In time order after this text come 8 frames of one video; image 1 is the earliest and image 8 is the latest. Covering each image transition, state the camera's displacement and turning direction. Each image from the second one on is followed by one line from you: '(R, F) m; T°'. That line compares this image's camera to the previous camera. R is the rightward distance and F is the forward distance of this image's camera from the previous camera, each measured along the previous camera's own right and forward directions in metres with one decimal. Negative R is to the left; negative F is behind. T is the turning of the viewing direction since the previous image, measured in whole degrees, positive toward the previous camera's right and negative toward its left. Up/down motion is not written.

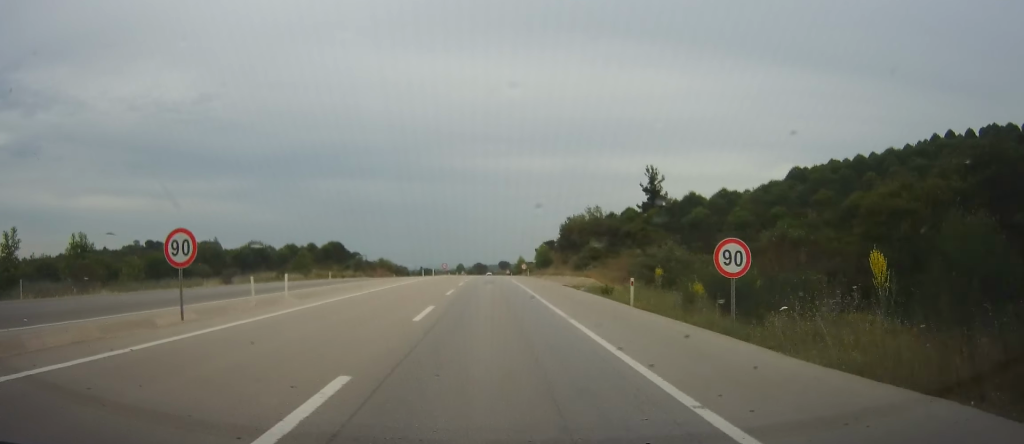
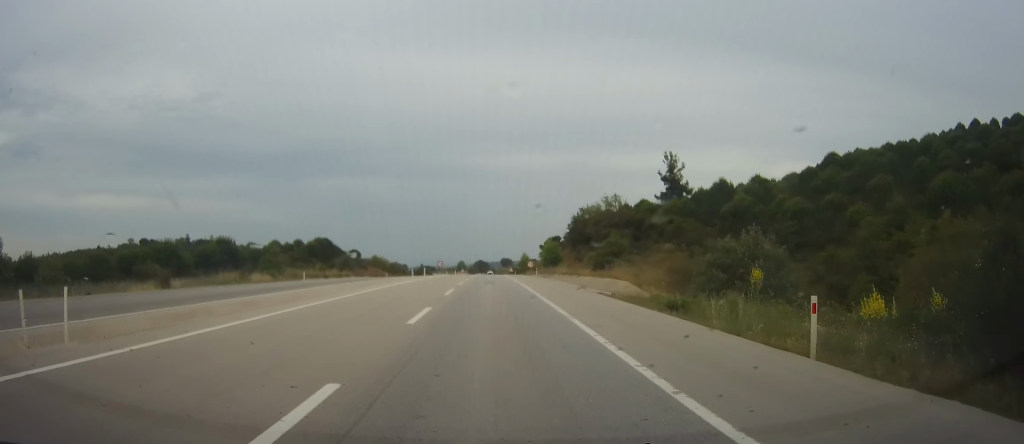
(0.0, +12.9) m; 0°
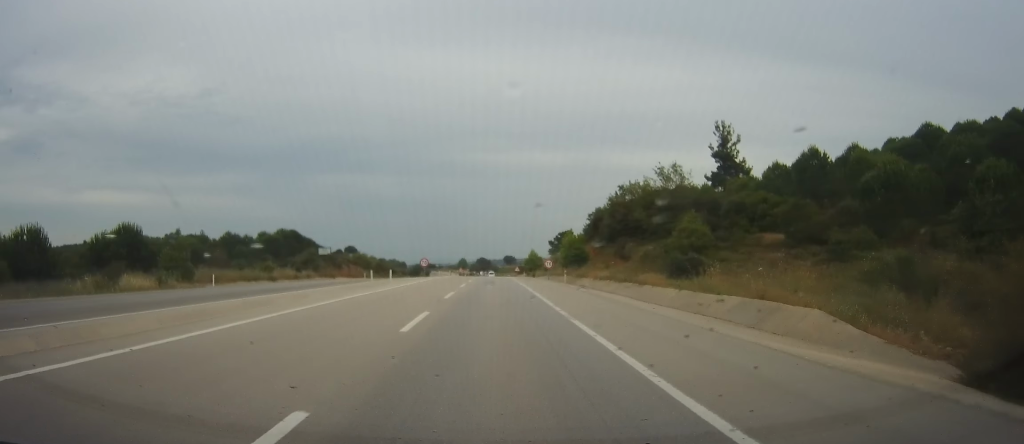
(-0.3, +25.7) m; -1°
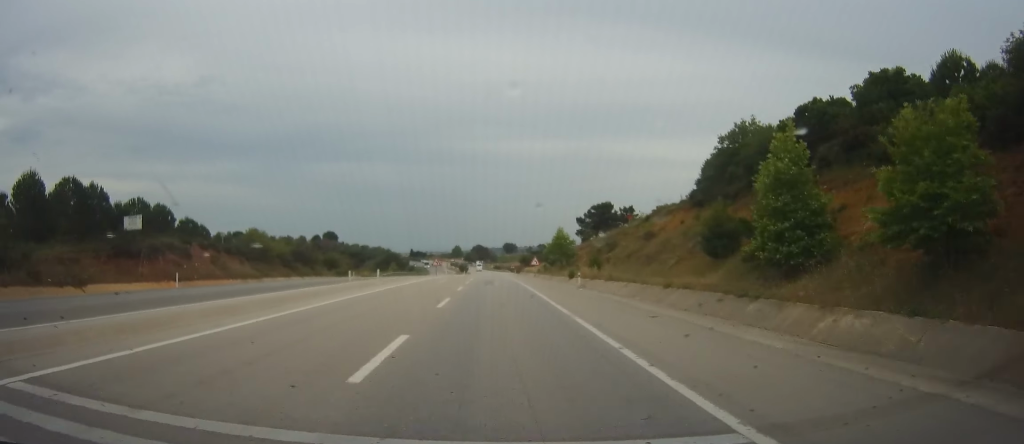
(+0.2, +65.8) m; +1°
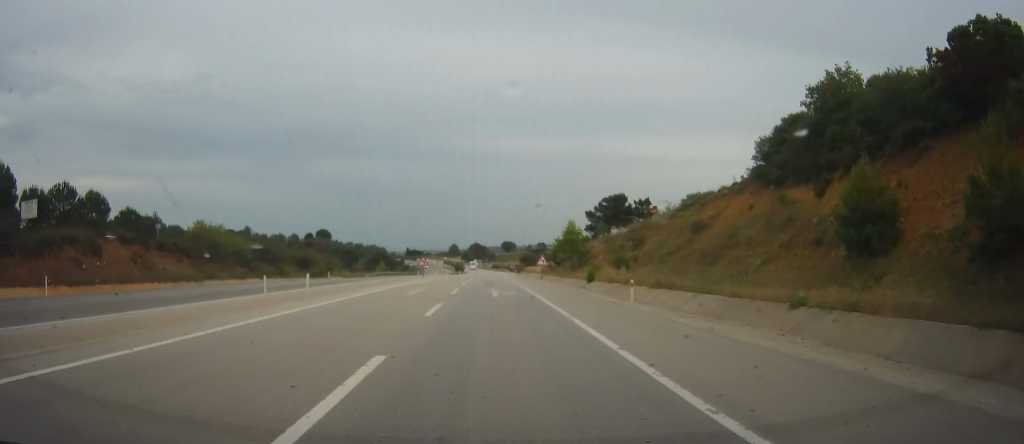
(+0.3, +14.5) m; +1°
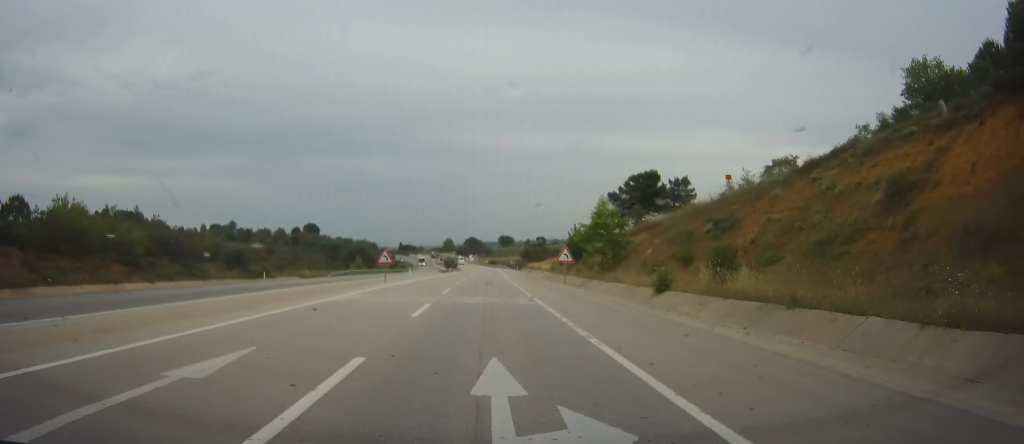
(-0.1, +24.4) m; 0°
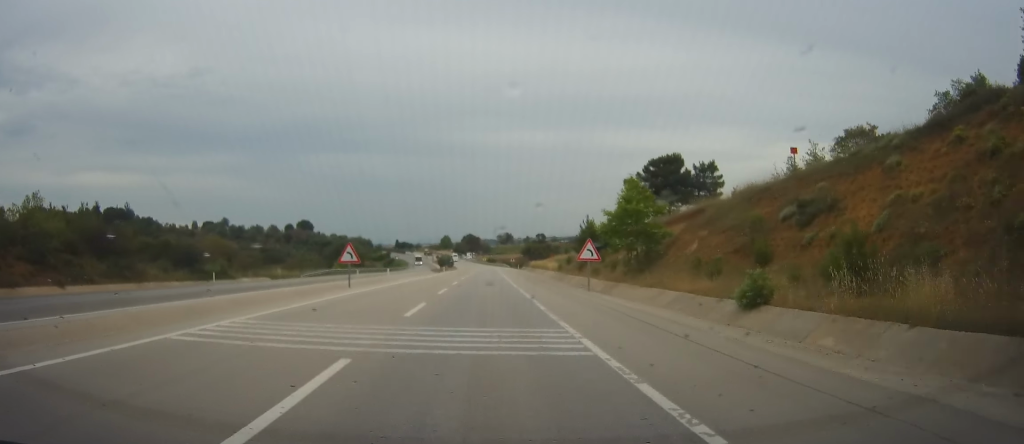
(0.0, +11.8) m; 0°
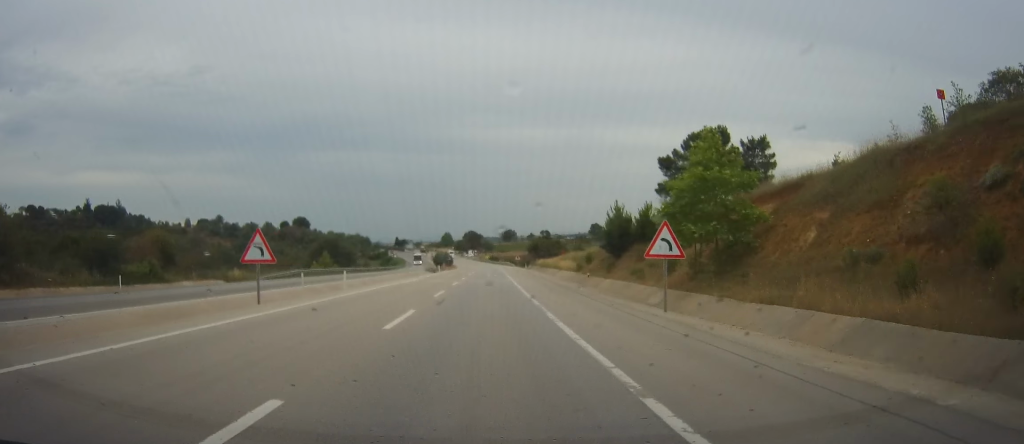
(0.0, +15.1) m; 0°
